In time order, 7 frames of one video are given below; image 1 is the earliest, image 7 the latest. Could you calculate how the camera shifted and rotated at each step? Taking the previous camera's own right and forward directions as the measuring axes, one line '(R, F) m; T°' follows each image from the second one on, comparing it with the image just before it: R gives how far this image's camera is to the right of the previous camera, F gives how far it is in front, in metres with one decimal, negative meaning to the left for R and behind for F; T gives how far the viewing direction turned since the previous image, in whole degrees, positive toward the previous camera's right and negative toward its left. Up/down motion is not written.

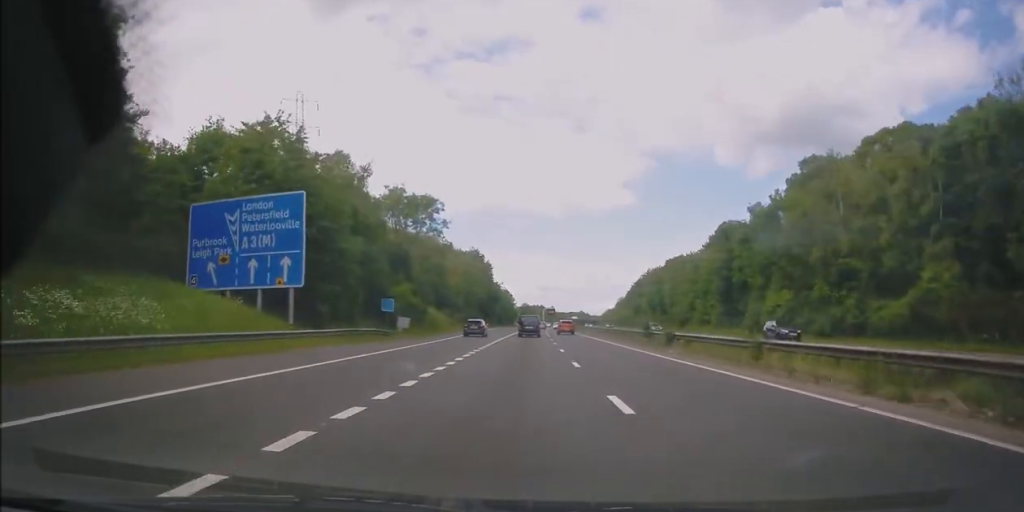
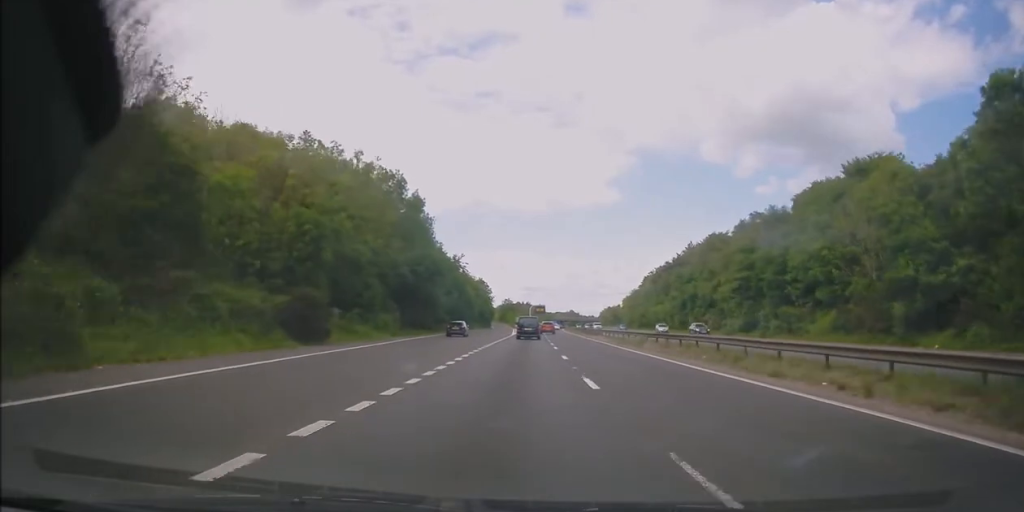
(+1.0, +70.7) m; +1°
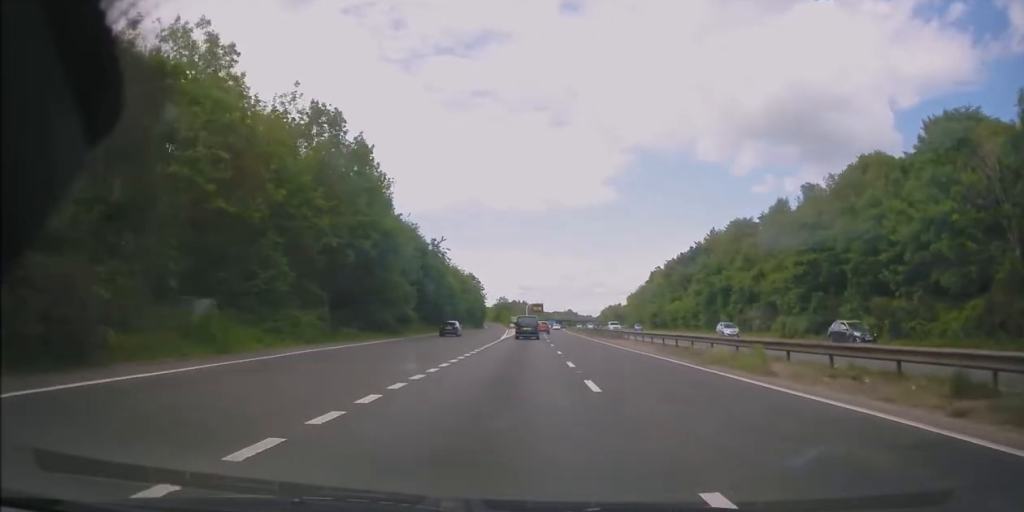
(+0.2, +19.7) m; +1°
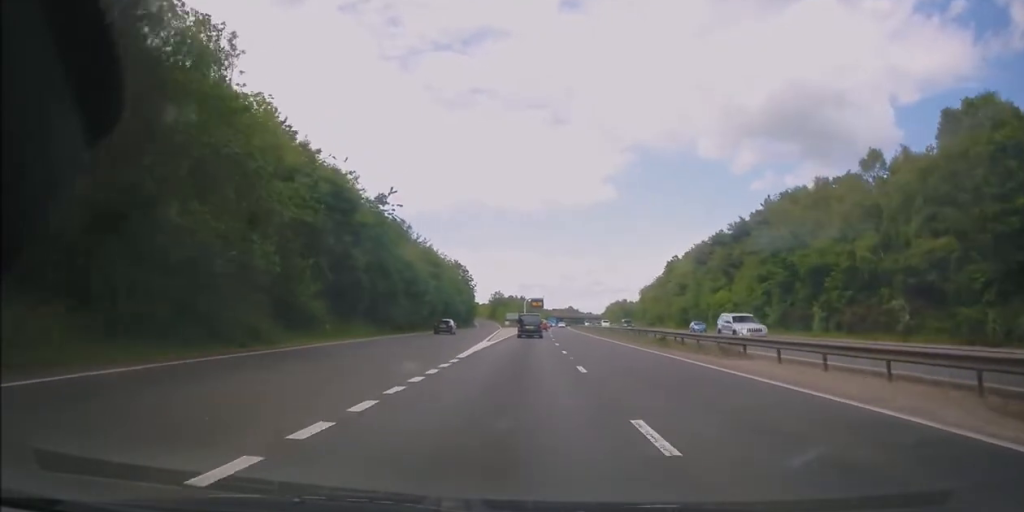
(+0.1, +29.6) m; 0°
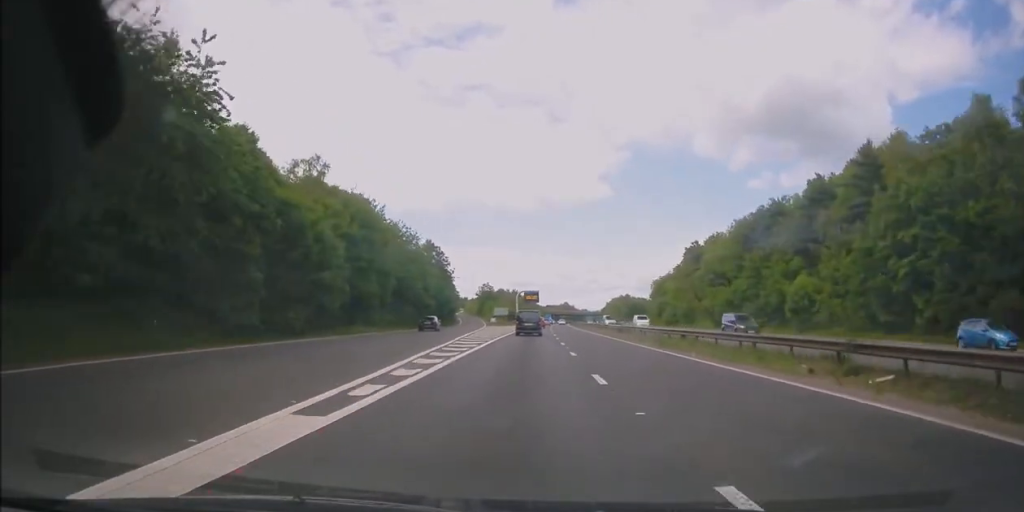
(0.0, +31.3) m; +1°
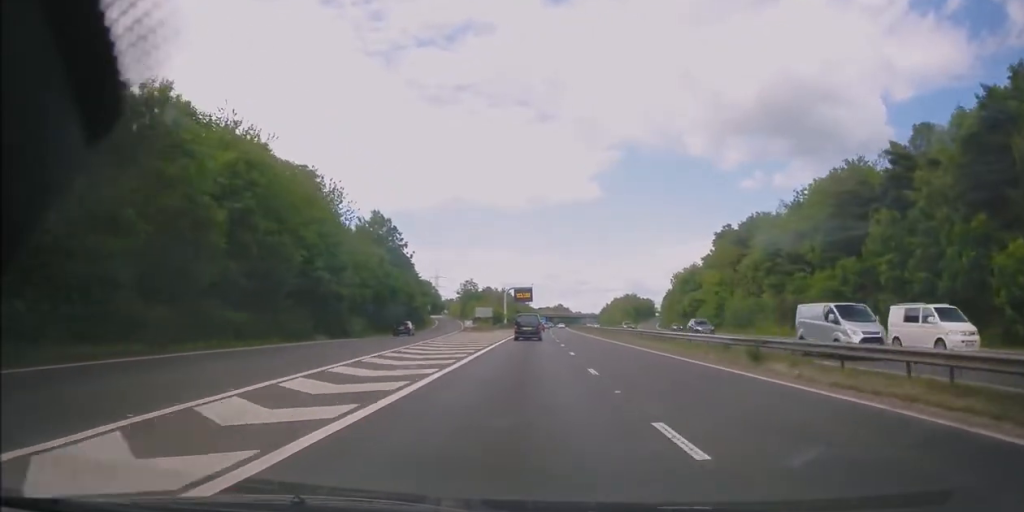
(+0.5, +34.3) m; +1°
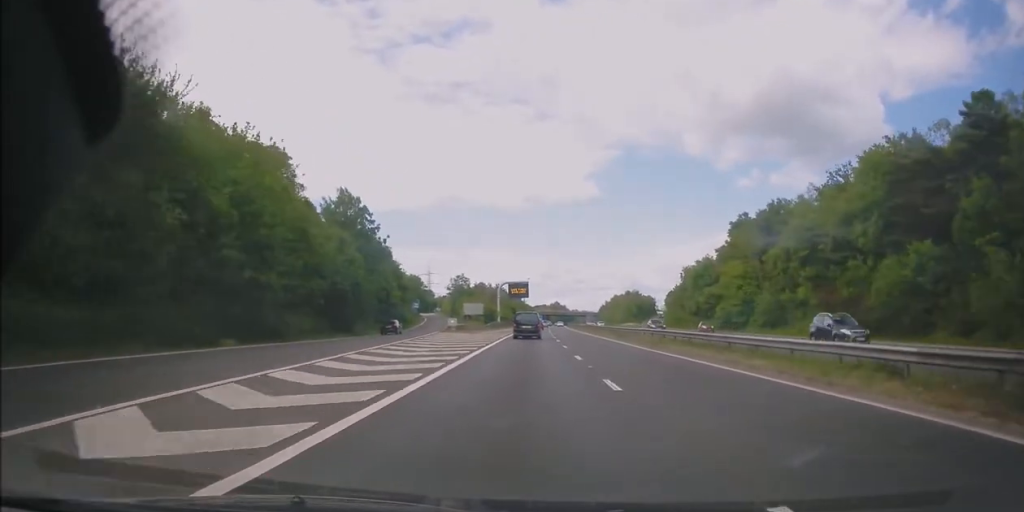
(0.0, +13.1) m; 0°
